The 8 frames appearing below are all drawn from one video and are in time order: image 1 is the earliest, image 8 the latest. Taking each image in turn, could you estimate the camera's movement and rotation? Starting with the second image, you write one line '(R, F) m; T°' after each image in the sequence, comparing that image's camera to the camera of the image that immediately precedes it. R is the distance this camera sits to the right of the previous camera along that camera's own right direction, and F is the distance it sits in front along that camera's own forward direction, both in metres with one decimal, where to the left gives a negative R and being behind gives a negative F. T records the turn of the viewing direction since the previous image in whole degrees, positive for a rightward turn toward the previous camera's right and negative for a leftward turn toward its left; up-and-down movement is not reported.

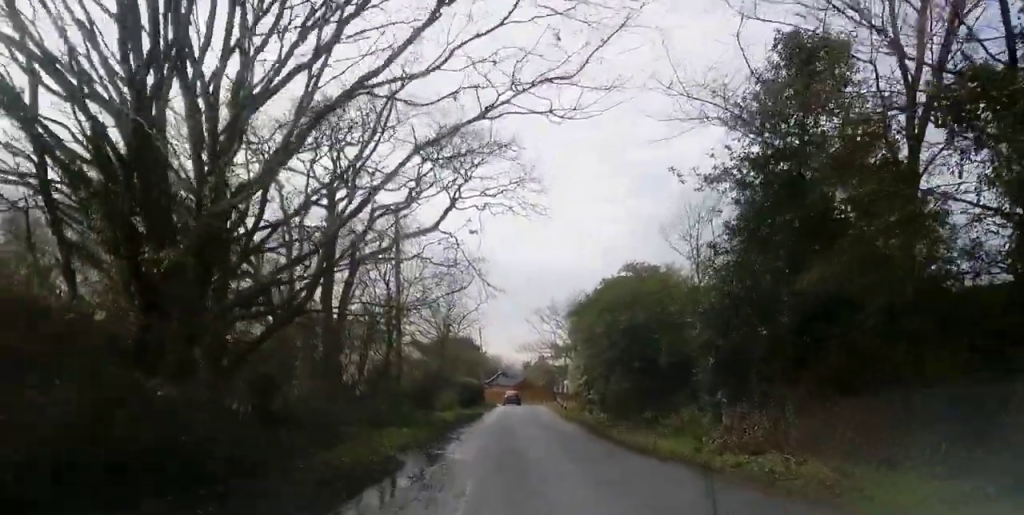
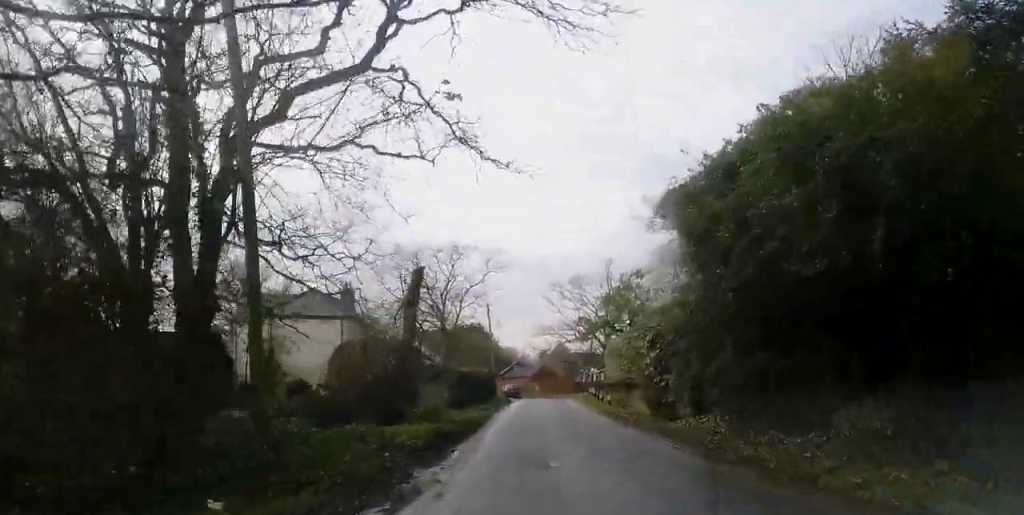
(-0.8, +16.2) m; -1°
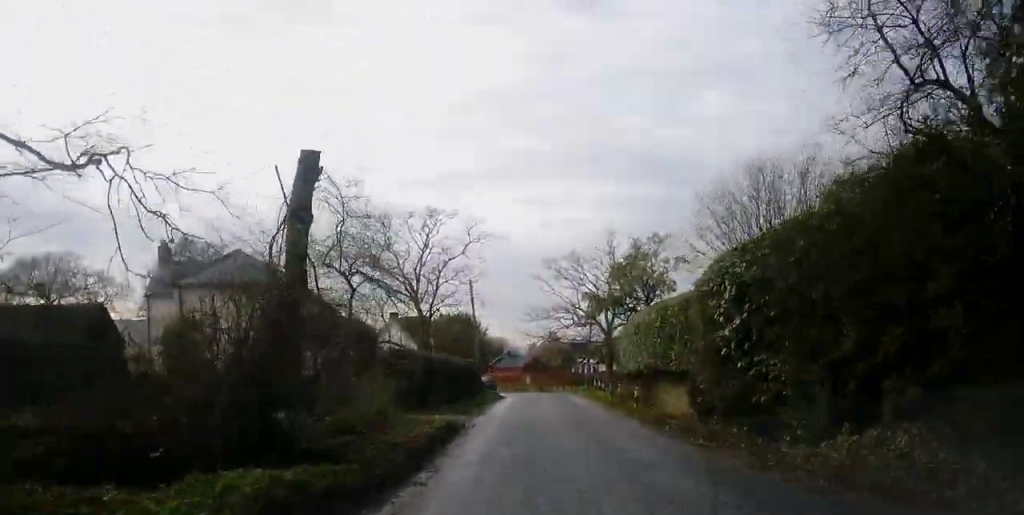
(+0.2, +10.1) m; +1°
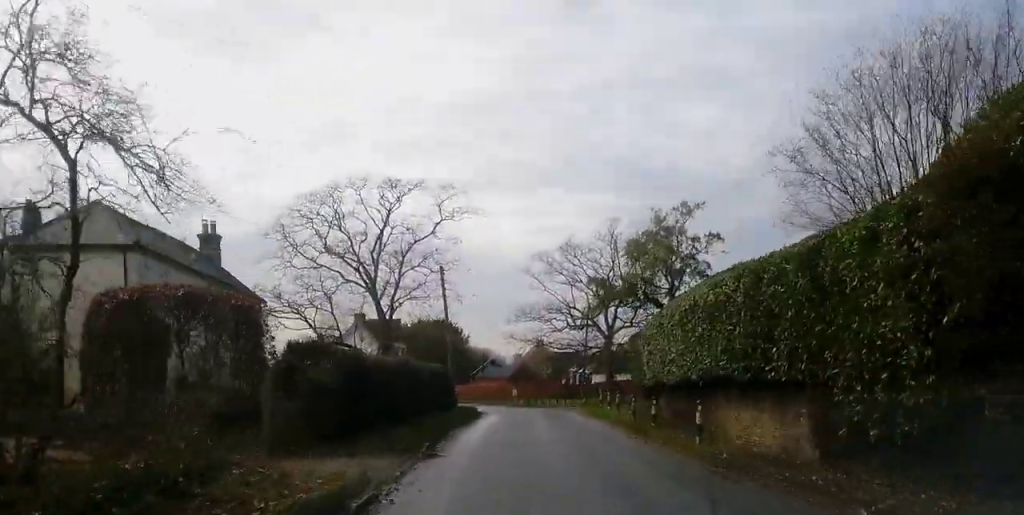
(+0.1, +10.6) m; 0°
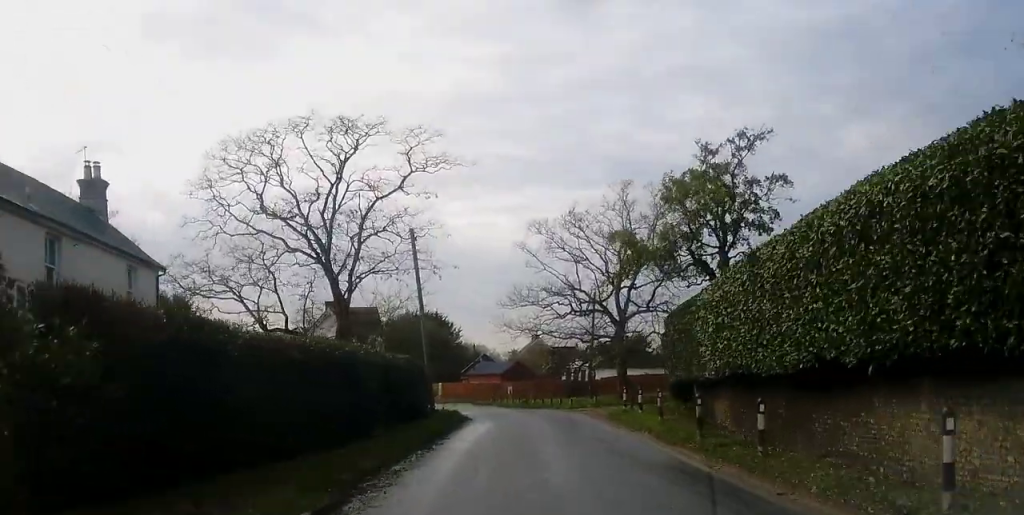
(-0.2, +9.3) m; 0°
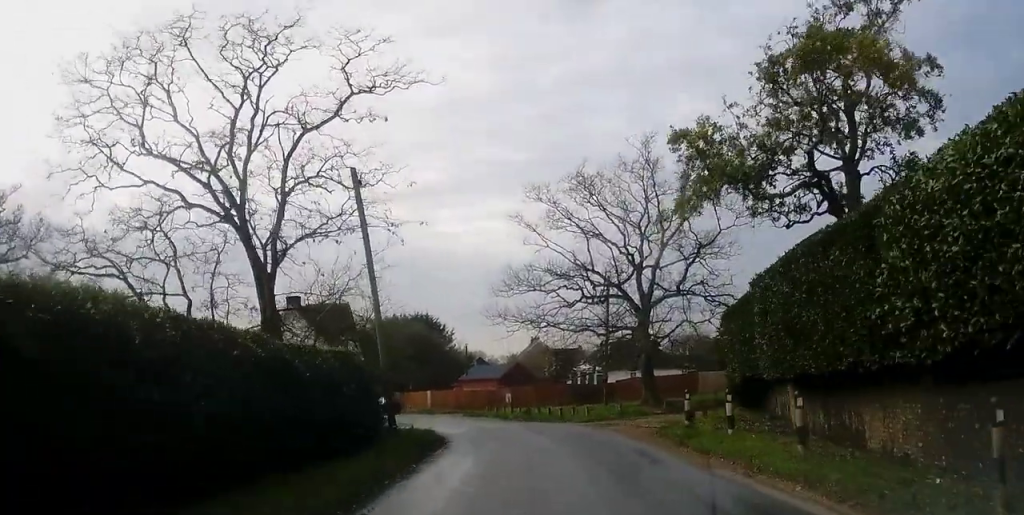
(+0.3, +10.4) m; 0°
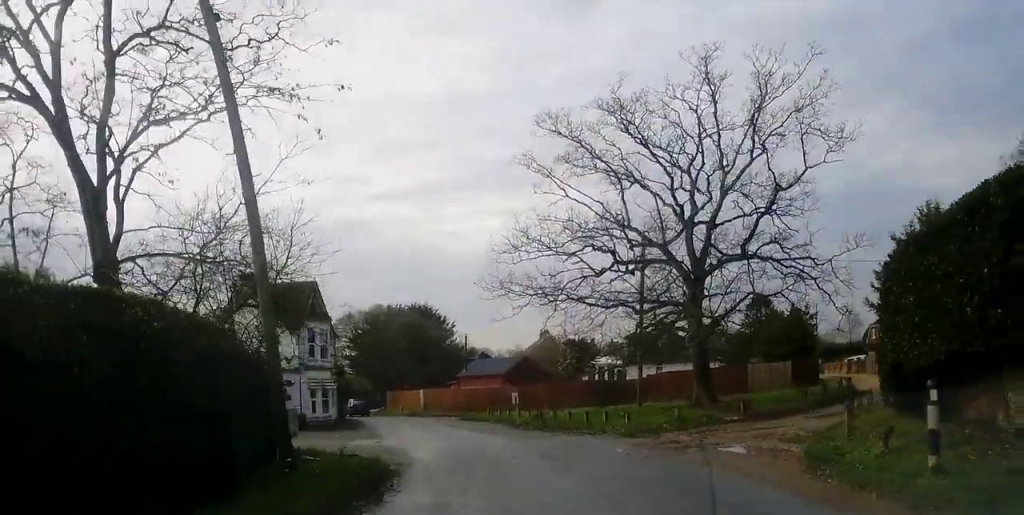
(-0.4, +10.8) m; -1°
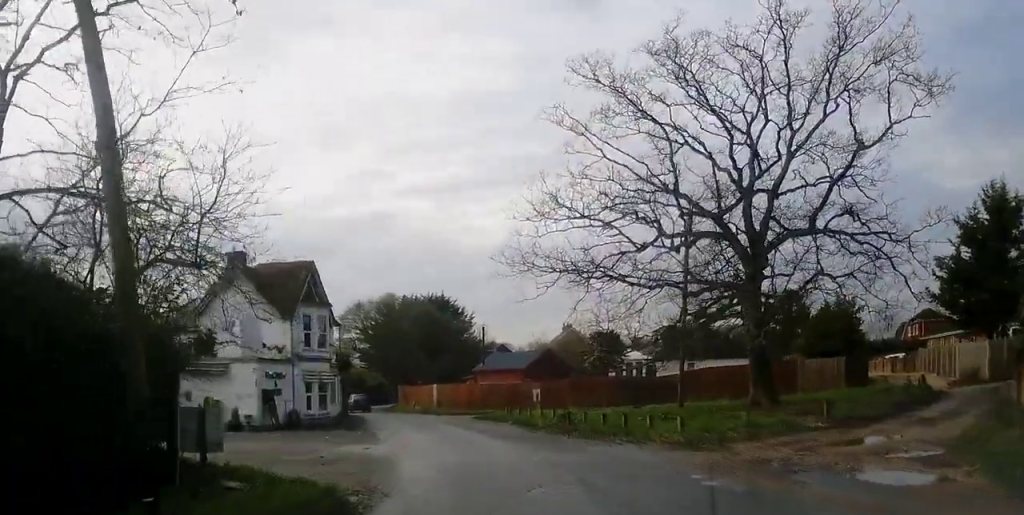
(+0.3, +5.1) m; -1°
